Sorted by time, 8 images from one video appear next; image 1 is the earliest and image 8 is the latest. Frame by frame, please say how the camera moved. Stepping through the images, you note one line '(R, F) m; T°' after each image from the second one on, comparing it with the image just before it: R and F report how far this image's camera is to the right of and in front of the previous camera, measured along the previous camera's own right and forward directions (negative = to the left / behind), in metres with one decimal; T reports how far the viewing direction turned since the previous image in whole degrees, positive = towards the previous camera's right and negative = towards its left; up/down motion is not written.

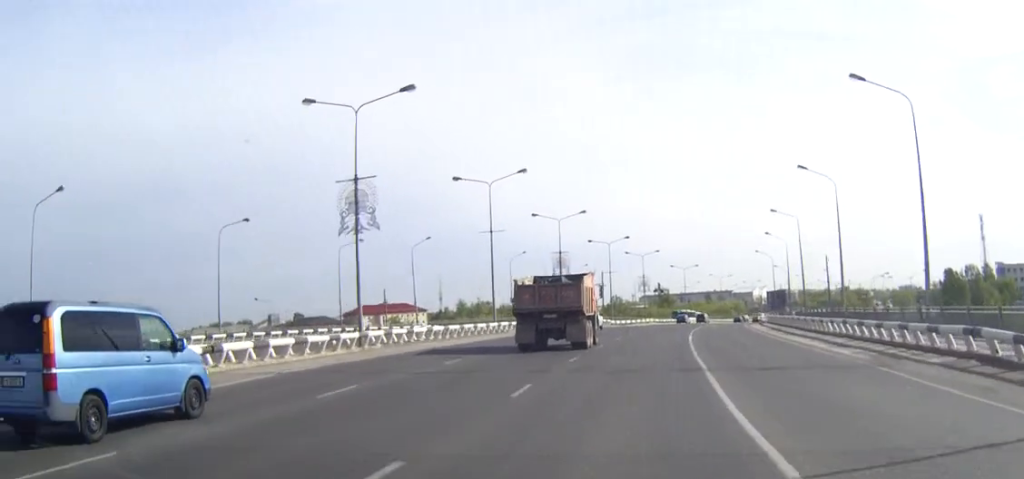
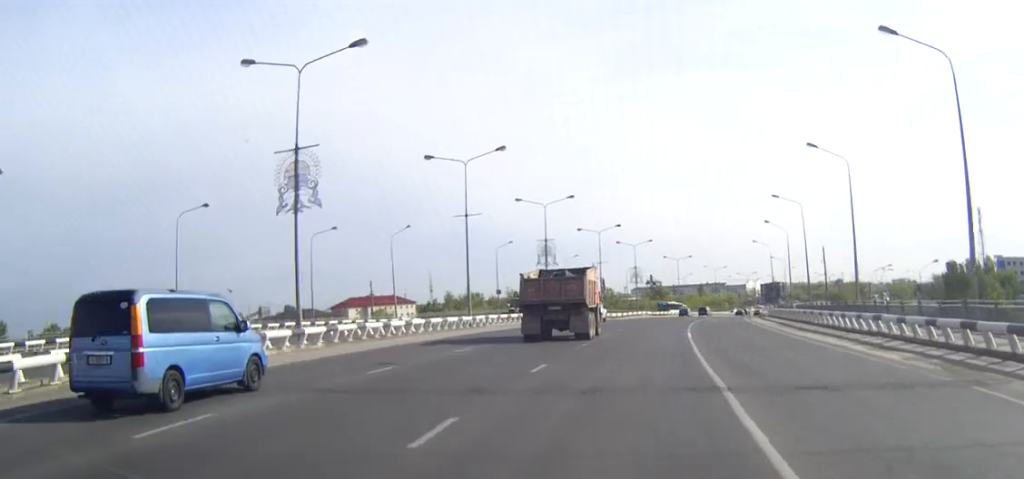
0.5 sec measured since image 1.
(0.0, +5.9) m; 0°
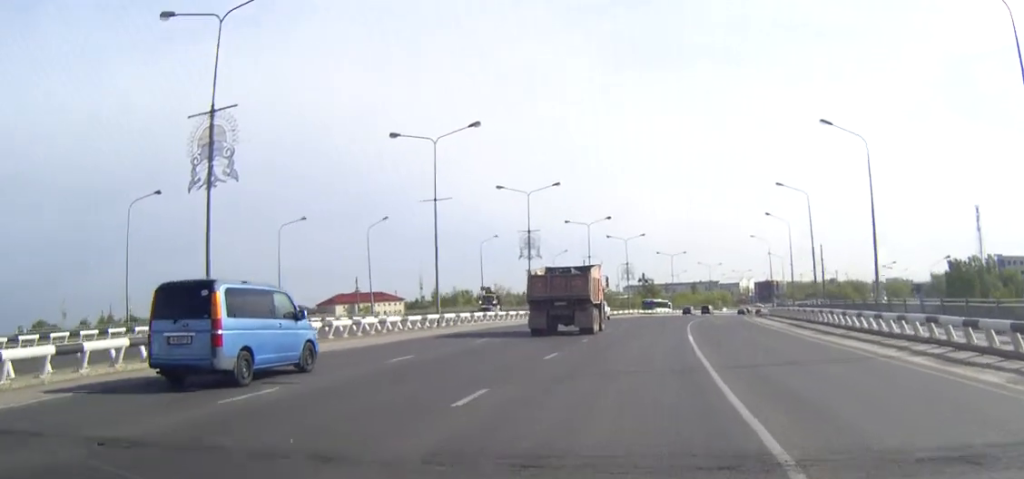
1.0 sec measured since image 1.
(0.0, +6.3) m; 0°
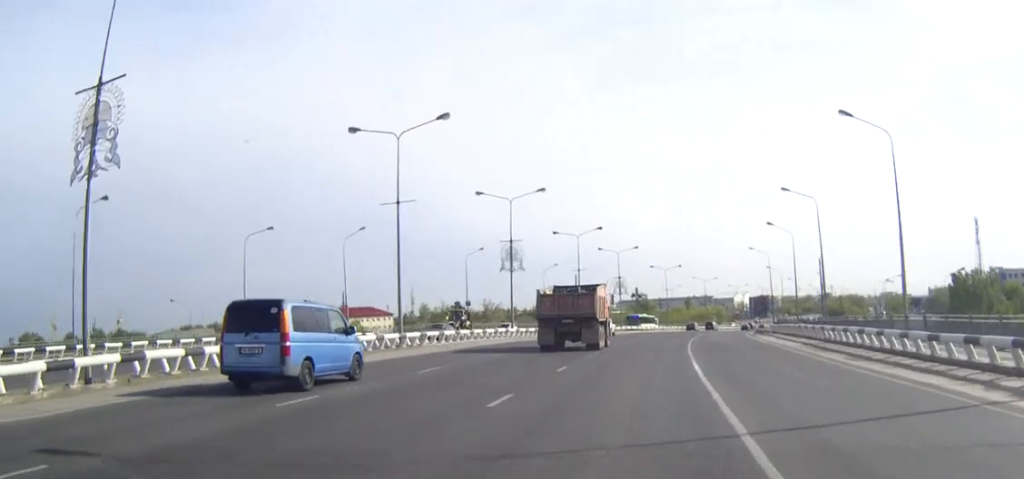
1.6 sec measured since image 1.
(0.0, +6.2) m; 0°
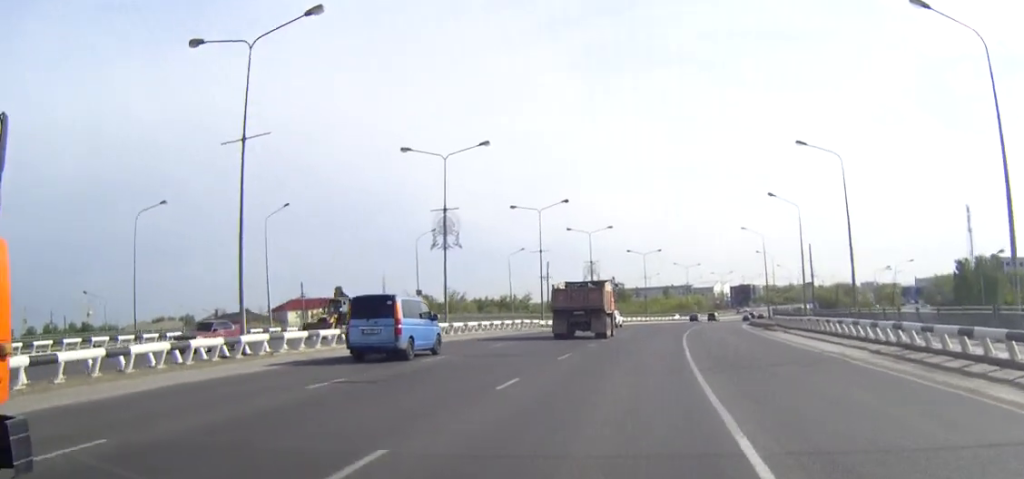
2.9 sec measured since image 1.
(+0.1, +15.2) m; +2°
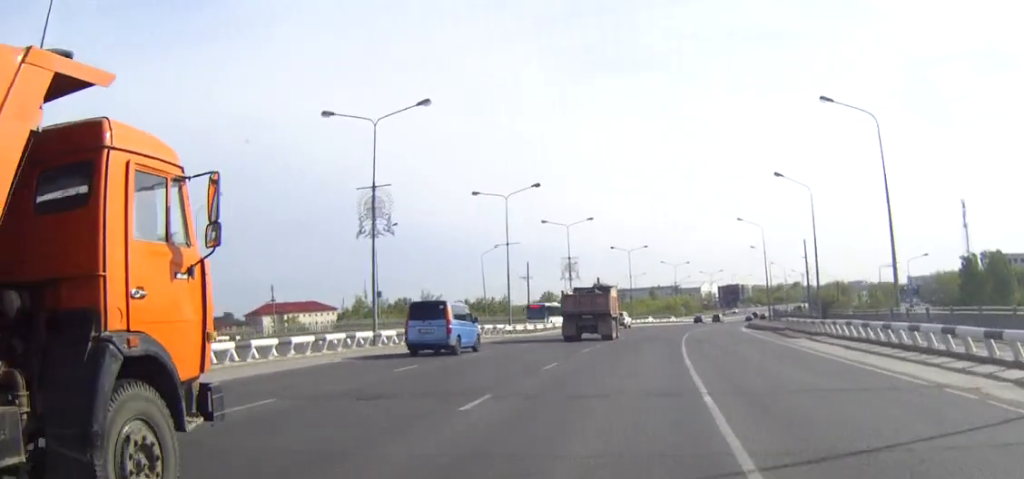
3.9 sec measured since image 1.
(+0.1, +10.9) m; +1°
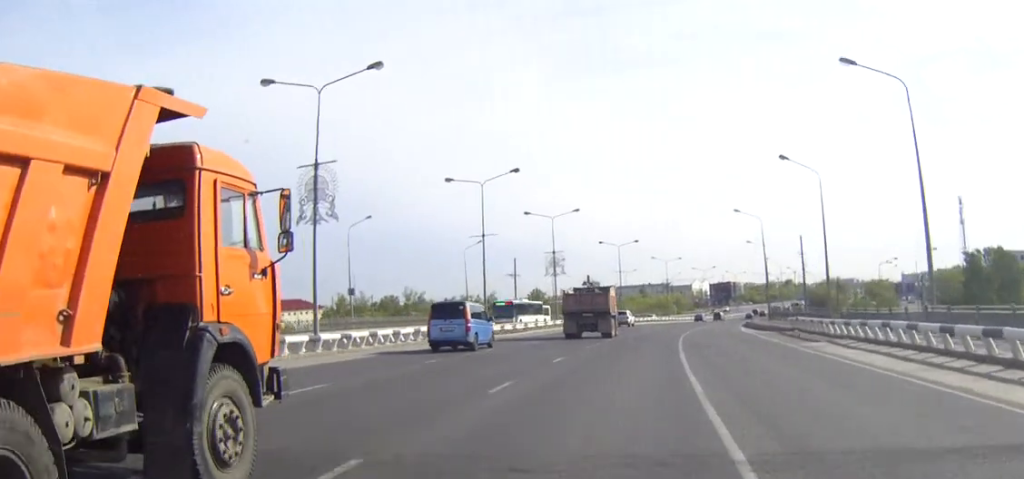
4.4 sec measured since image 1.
(0.0, +6.1) m; 0°
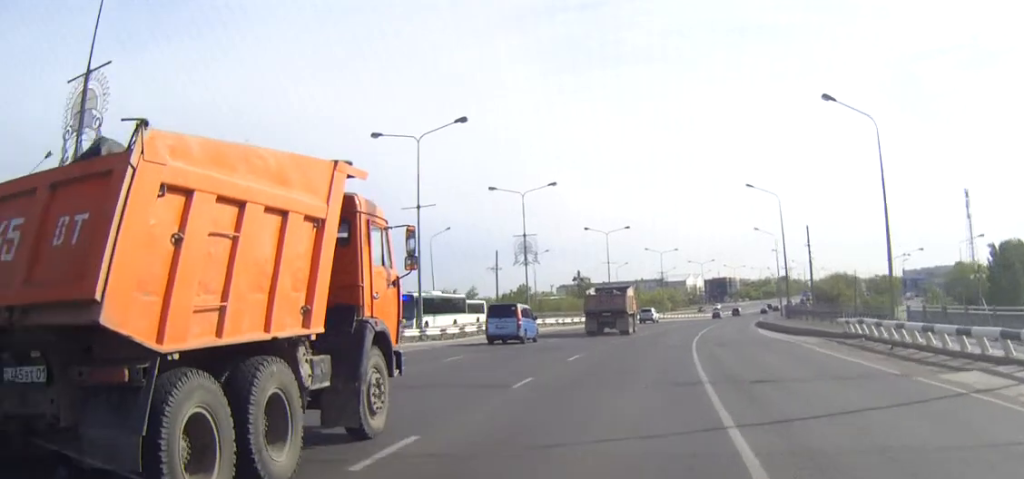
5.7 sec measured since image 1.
(+0.1, +15.4) m; +1°
